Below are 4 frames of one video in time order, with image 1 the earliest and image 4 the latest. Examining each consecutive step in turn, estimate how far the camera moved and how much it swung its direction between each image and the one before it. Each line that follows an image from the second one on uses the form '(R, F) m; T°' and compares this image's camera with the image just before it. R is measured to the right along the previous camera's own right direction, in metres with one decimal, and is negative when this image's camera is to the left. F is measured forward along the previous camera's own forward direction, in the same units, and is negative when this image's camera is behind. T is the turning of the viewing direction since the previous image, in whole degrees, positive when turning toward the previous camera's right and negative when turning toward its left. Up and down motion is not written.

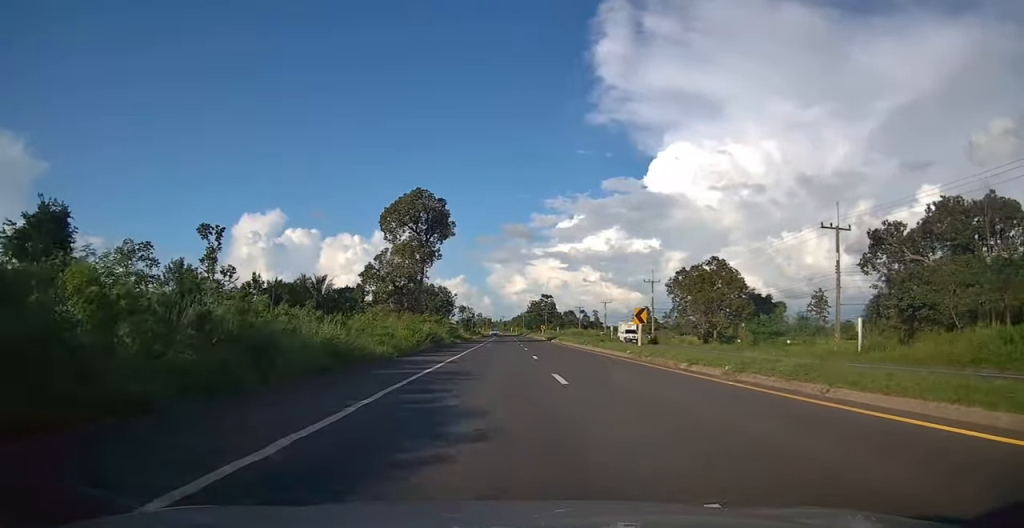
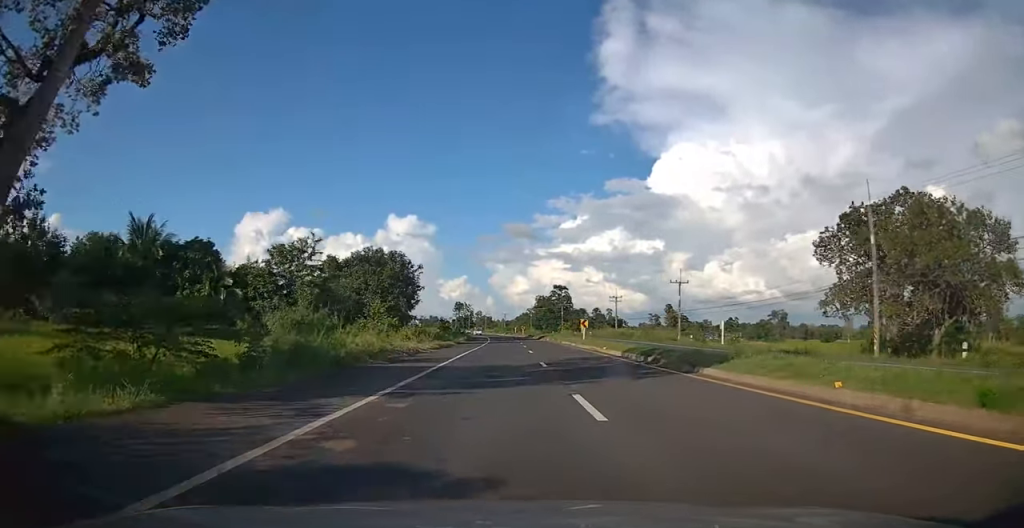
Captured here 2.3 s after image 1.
(-0.2, +53.2) m; +1°
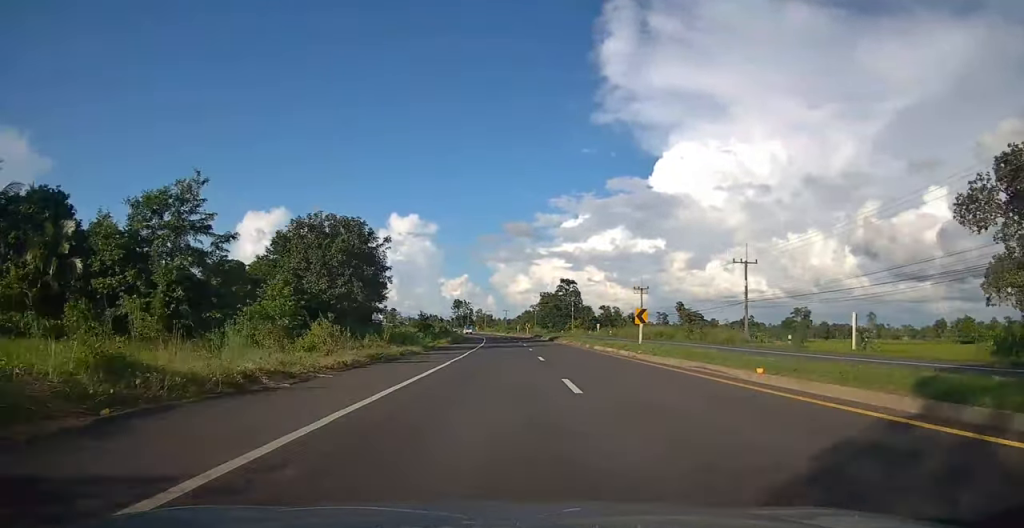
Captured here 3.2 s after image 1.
(+0.1, +20.6) m; -2°
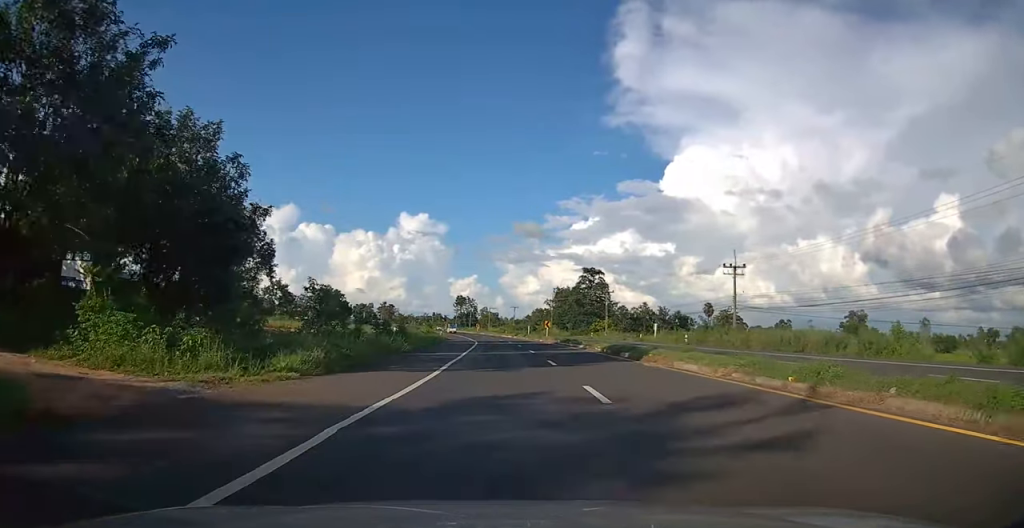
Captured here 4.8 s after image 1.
(-0.3, +37.3) m; 0°
